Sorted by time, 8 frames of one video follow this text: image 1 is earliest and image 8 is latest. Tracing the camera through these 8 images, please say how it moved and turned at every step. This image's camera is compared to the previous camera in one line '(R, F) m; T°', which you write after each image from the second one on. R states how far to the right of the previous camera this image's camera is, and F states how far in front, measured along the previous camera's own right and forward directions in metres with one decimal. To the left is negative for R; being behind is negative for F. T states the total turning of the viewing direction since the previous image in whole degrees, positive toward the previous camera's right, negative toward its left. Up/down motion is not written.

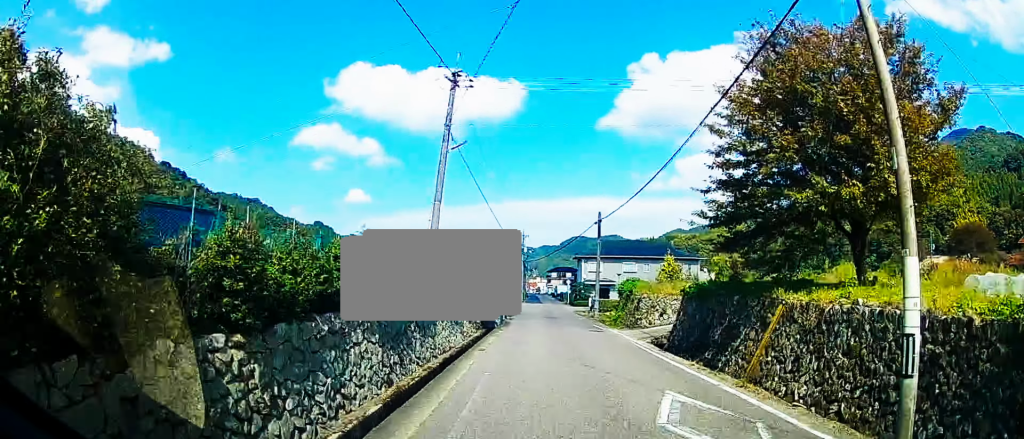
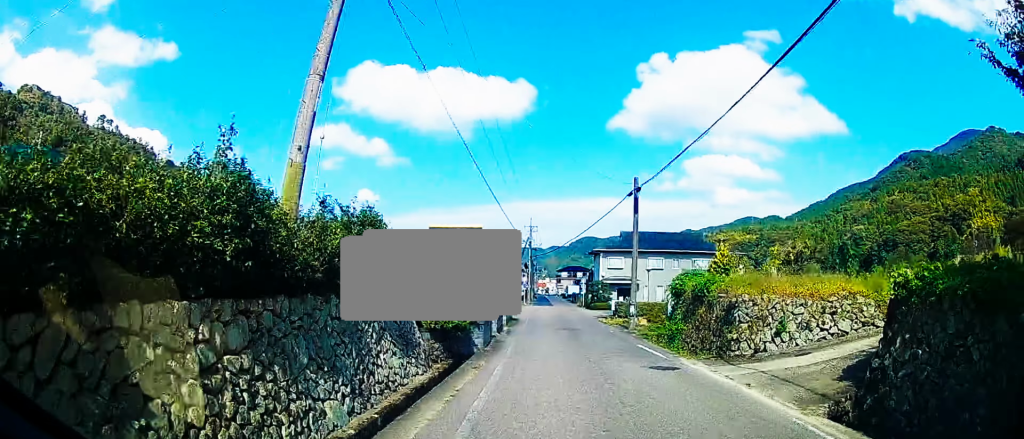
(+0.3, +11.6) m; +1°
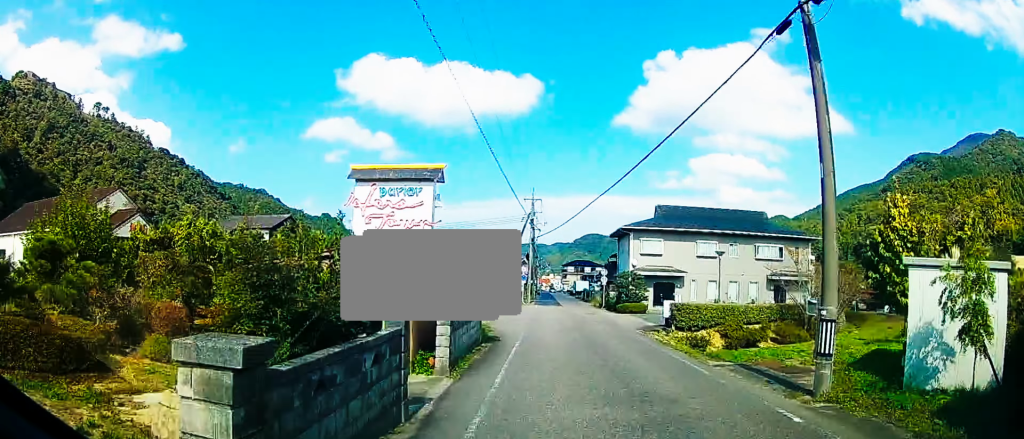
(-0.2, +22.3) m; -1°
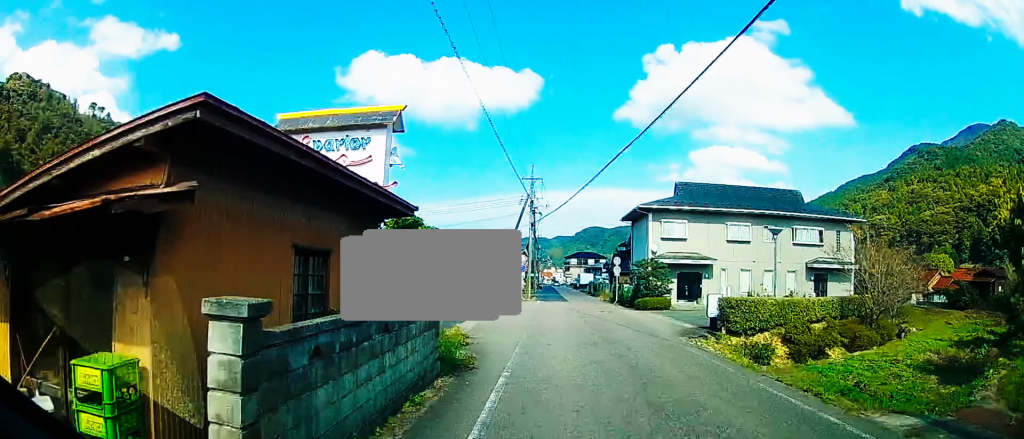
(-0.1, +8.3) m; 0°
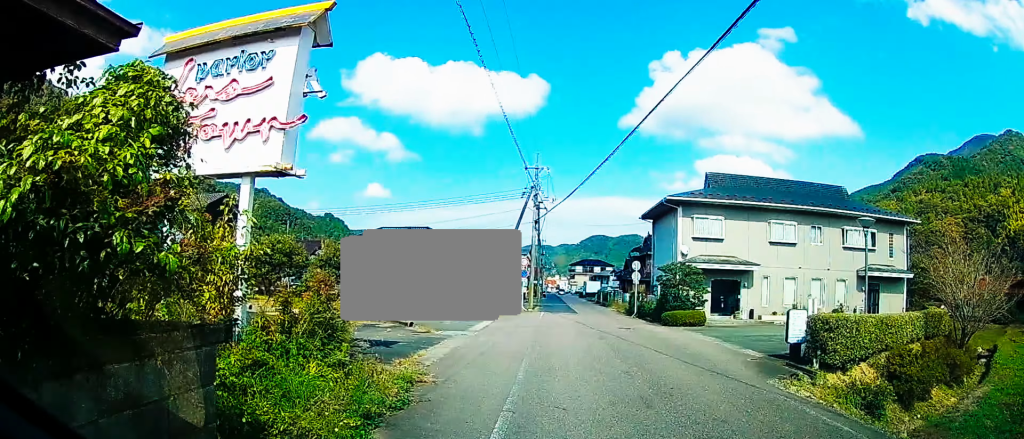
(0.0, +9.4) m; -1°
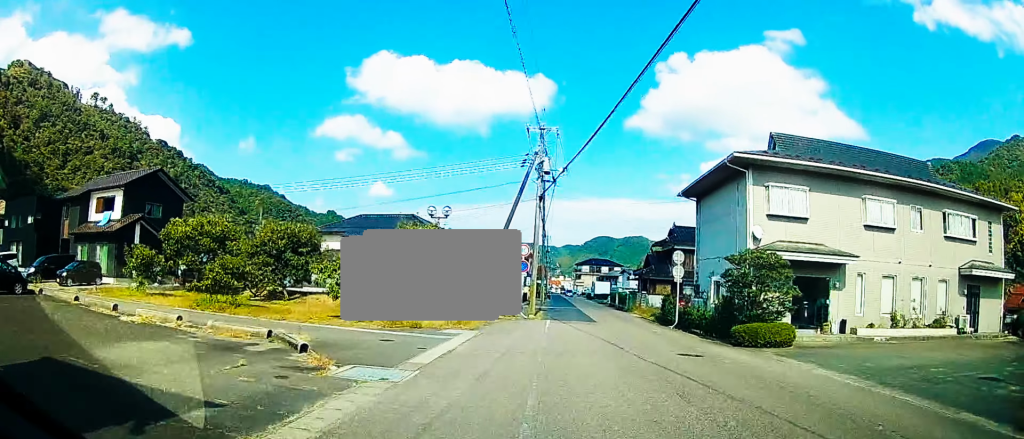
(-0.1, +11.7) m; 0°
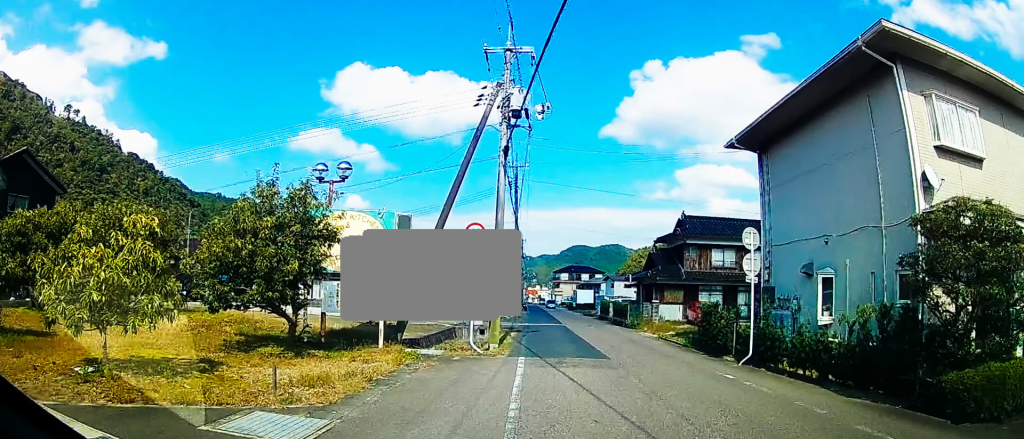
(+0.2, +14.3) m; +2°
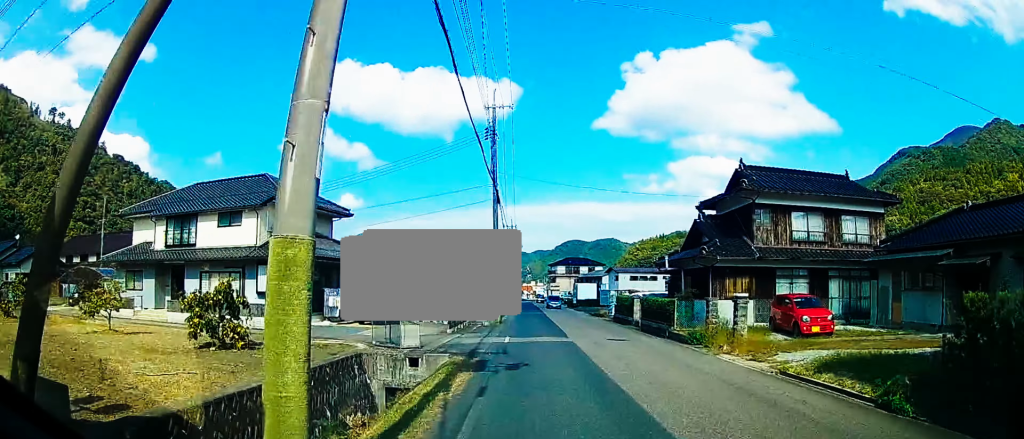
(-0.3, +16.4) m; -2°
